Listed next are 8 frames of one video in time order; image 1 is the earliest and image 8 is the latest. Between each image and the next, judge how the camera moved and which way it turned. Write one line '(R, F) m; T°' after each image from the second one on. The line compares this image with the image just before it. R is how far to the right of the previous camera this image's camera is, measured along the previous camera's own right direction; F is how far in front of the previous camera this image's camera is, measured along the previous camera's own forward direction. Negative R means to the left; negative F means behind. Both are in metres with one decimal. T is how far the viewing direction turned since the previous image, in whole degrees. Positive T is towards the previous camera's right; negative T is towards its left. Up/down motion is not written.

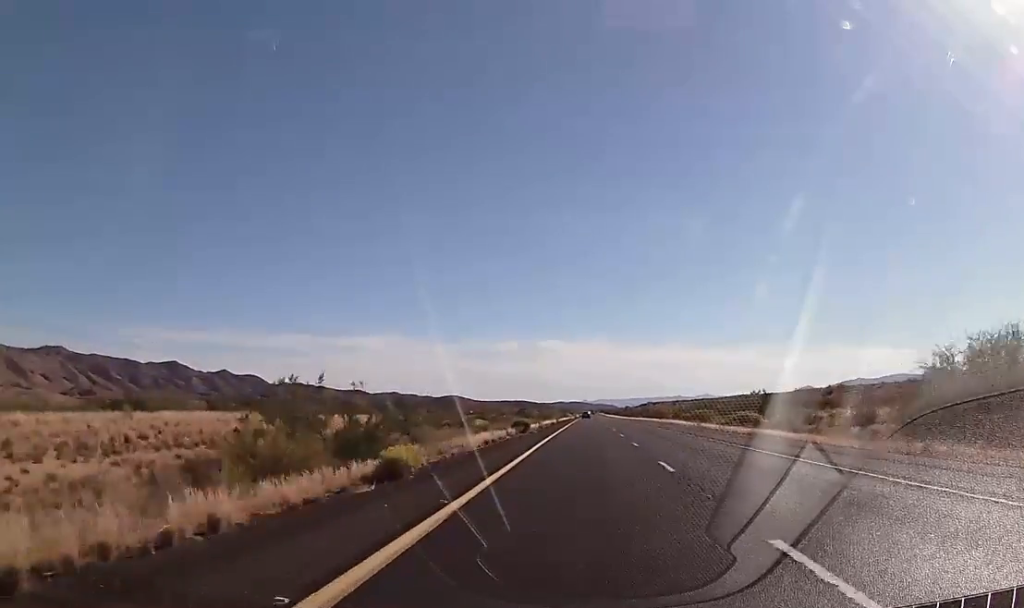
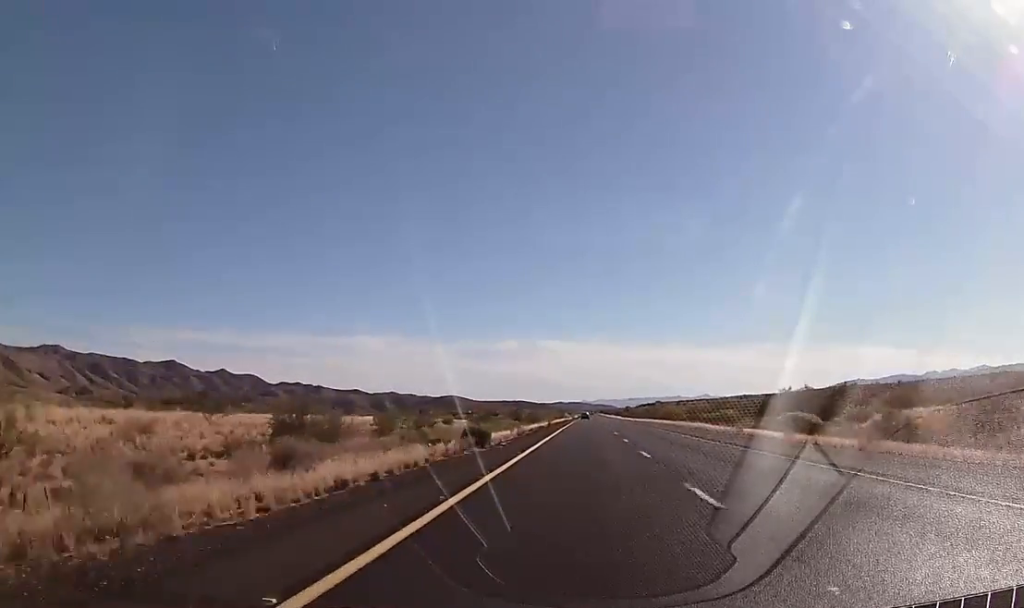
(0.0, +18.8) m; 0°
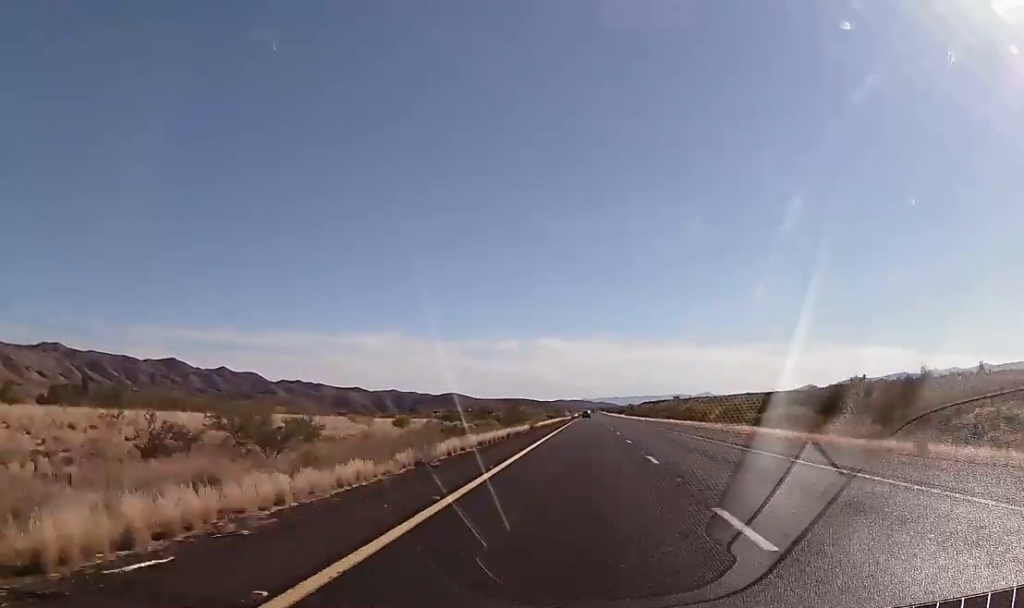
(0.0, +27.7) m; 0°
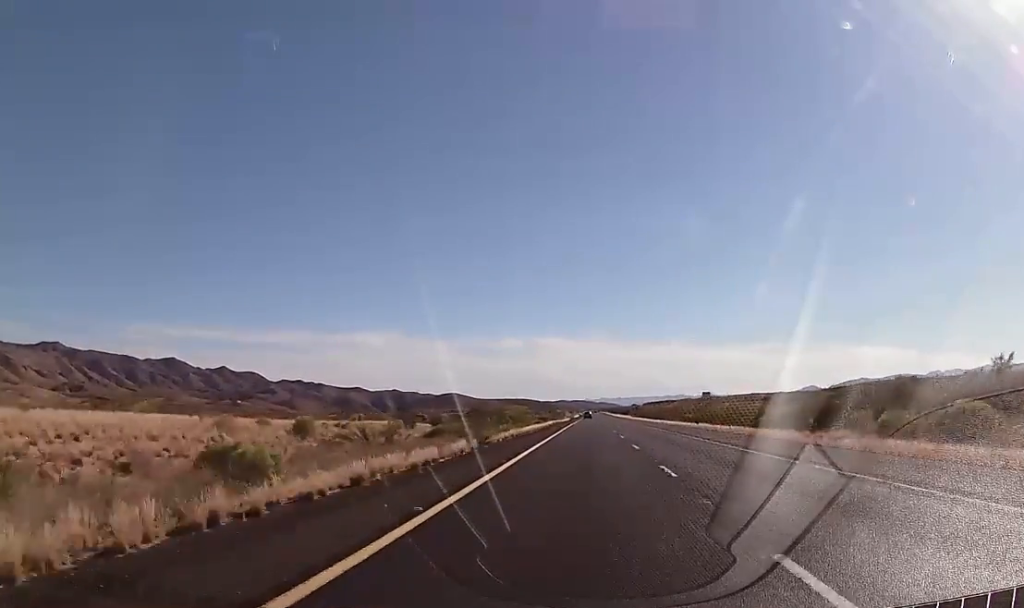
(0.0, +27.6) m; 0°
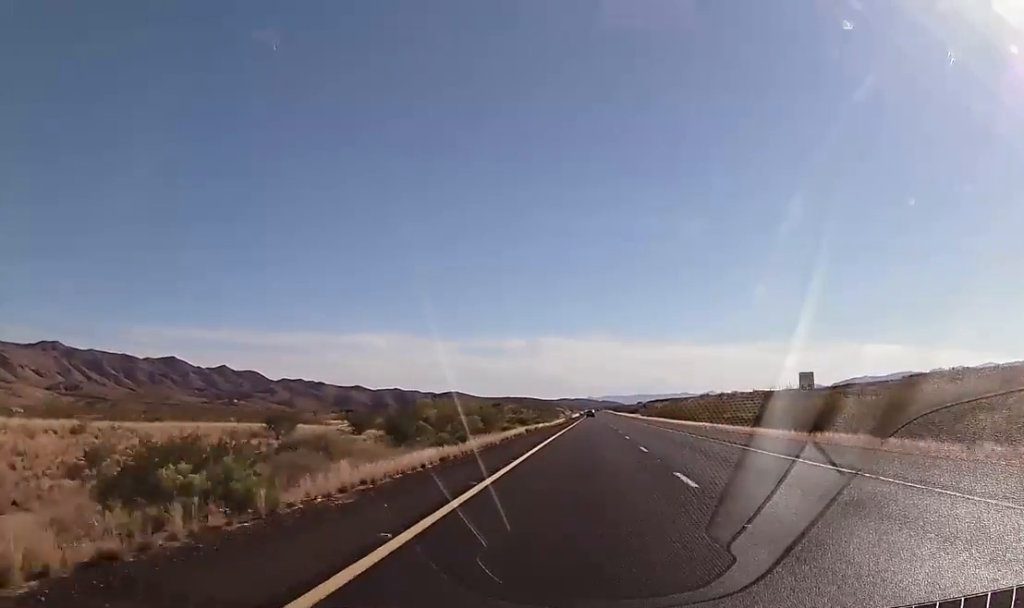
(+0.3, +39.0) m; 0°
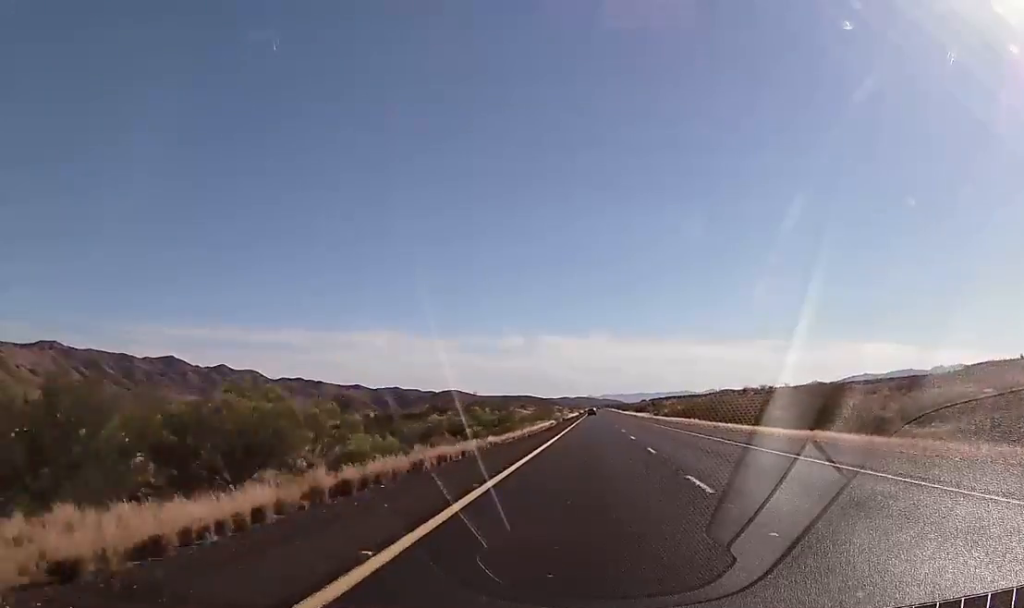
(-0.1, +37.7) m; 0°
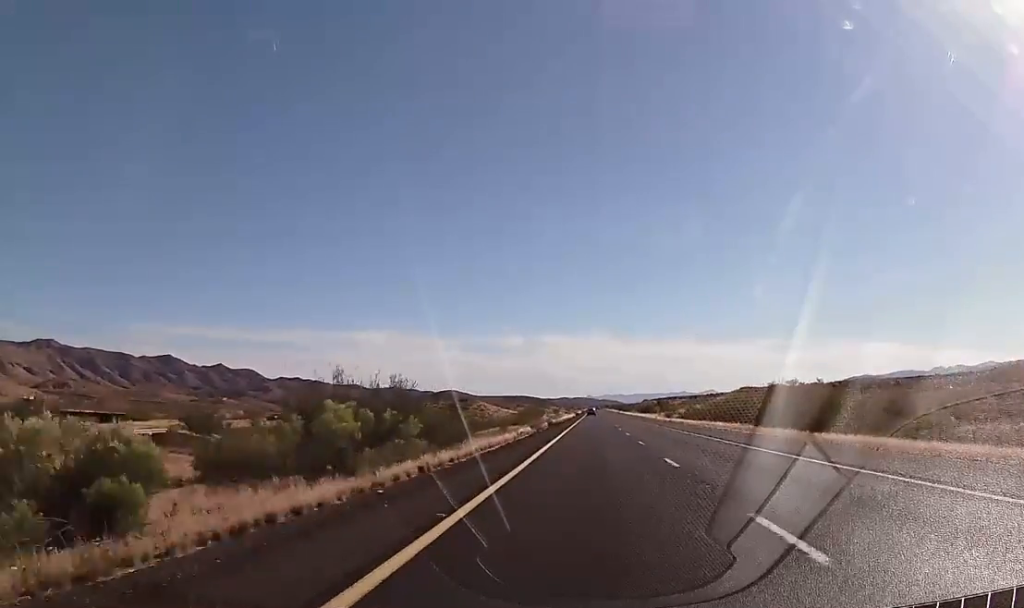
(-0.1, +30.2) m; 0°
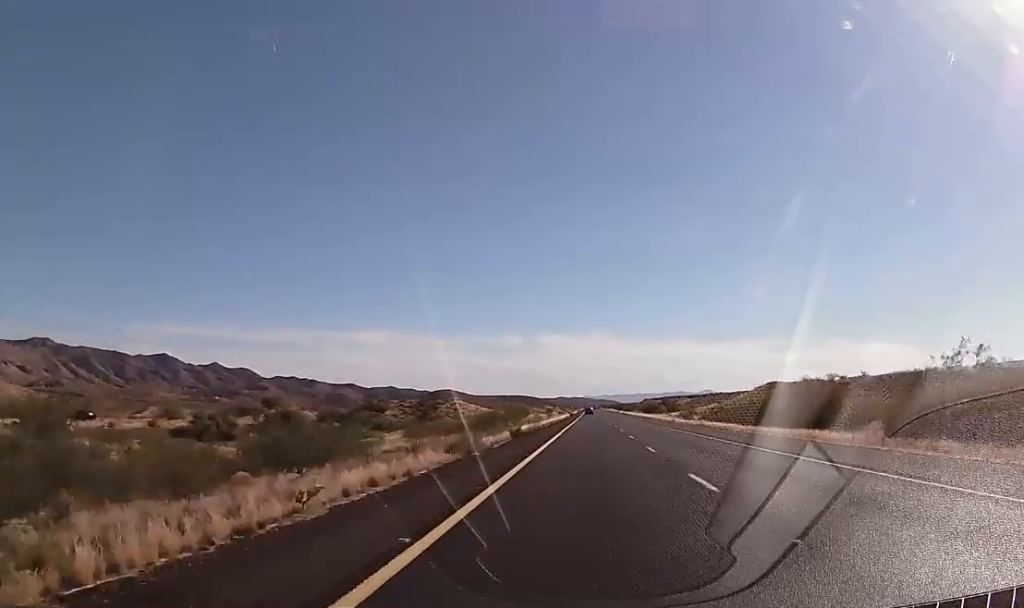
(0.0, +30.3) m; 0°
